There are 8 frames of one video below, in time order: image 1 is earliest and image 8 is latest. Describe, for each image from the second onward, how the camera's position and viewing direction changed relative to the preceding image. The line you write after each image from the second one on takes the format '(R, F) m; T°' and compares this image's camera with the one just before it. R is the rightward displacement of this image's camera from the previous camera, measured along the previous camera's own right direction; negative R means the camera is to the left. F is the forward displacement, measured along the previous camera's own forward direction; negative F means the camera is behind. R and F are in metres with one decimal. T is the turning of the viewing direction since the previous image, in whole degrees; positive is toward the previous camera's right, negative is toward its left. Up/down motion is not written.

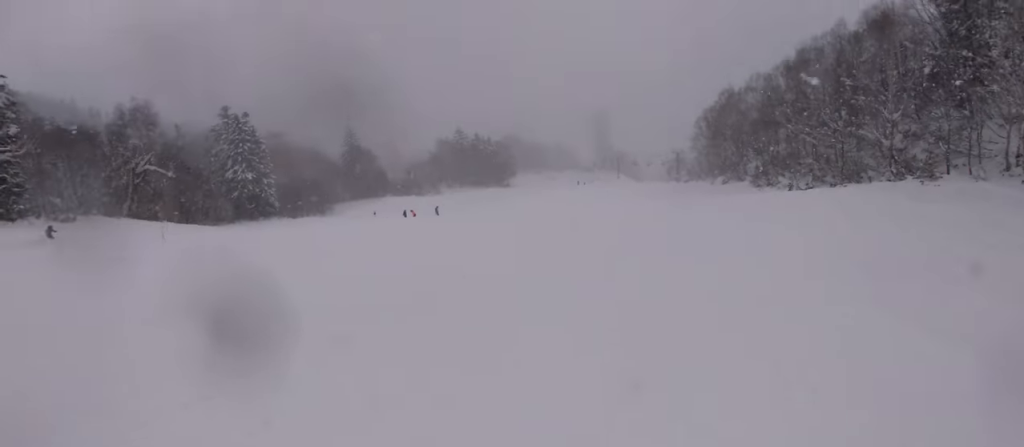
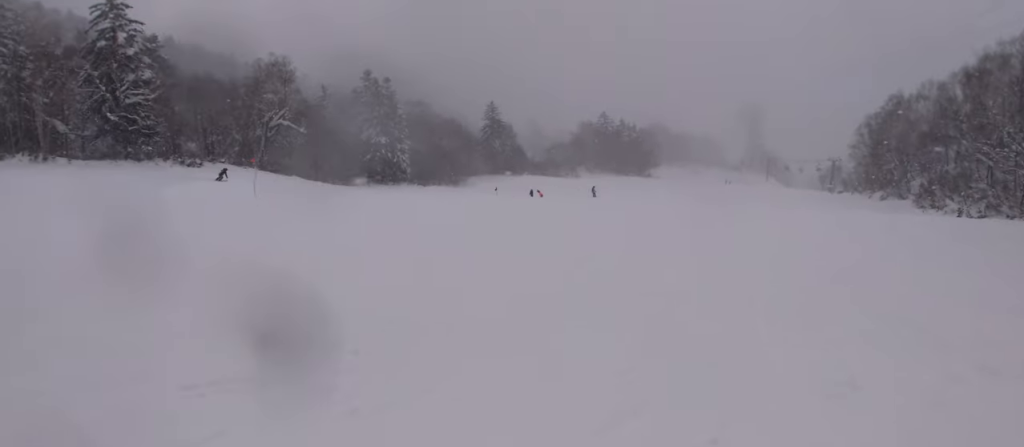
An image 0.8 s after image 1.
(0.0, +4.3) m; -10°
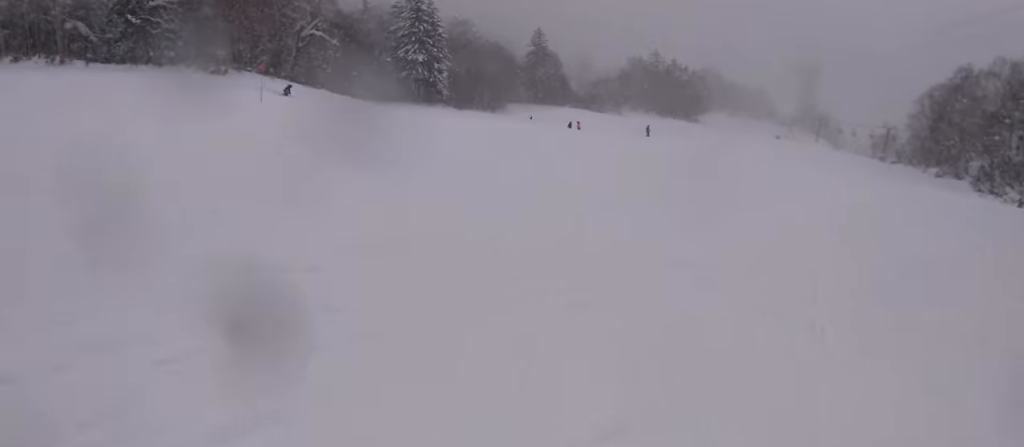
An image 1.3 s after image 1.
(0.0, +2.4) m; -8°
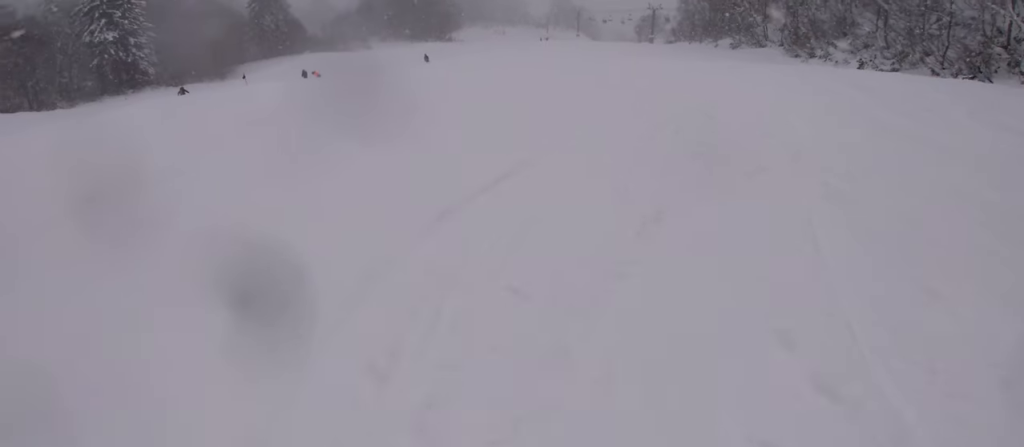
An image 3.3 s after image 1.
(-1.8, +11.1) m; +4°
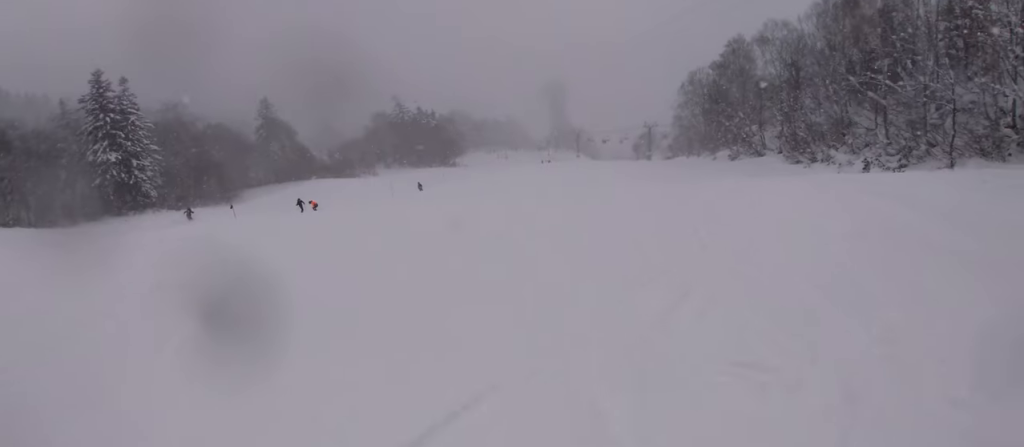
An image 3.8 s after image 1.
(+0.4, +2.7) m; +7°
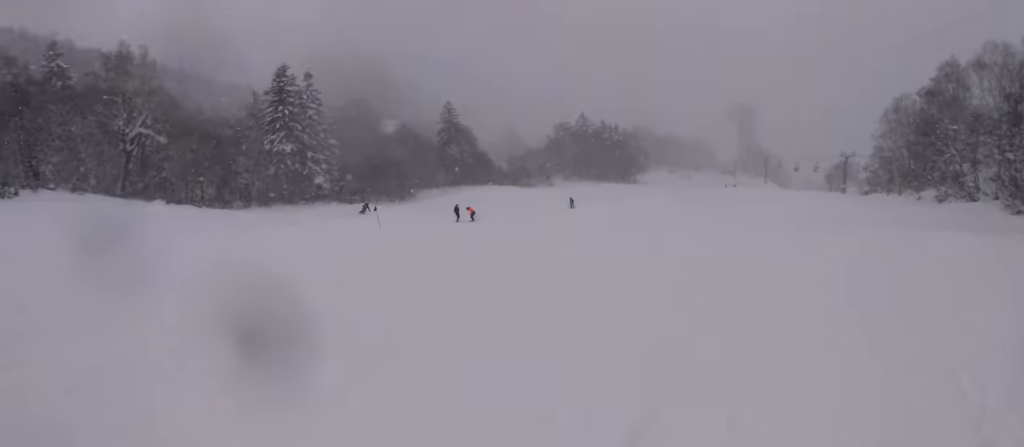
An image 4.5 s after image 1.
(+0.4, +4.3) m; -3°
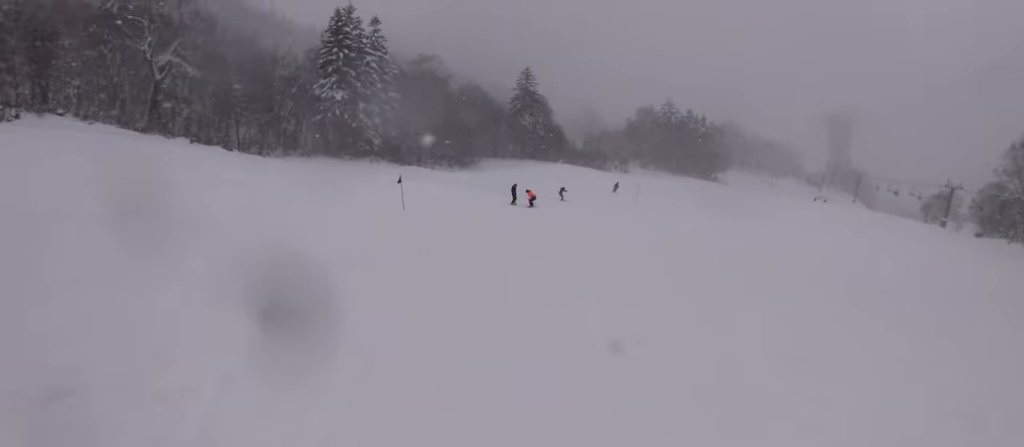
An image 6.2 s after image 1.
(-3.3, +7.4) m; -18°
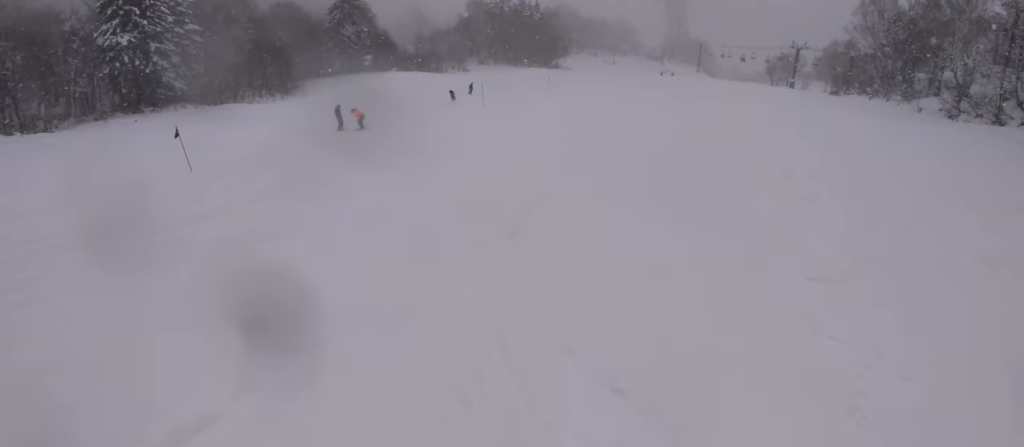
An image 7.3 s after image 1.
(+2.8, +4.7) m; +30°
